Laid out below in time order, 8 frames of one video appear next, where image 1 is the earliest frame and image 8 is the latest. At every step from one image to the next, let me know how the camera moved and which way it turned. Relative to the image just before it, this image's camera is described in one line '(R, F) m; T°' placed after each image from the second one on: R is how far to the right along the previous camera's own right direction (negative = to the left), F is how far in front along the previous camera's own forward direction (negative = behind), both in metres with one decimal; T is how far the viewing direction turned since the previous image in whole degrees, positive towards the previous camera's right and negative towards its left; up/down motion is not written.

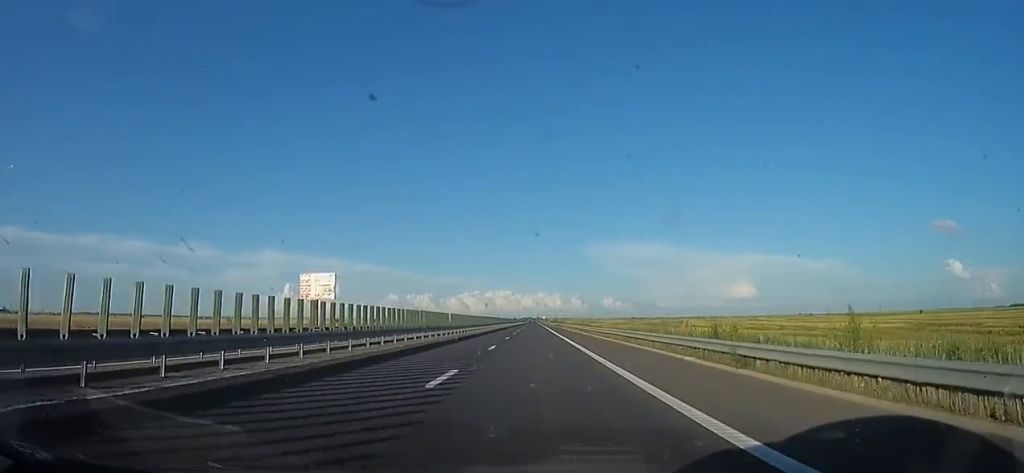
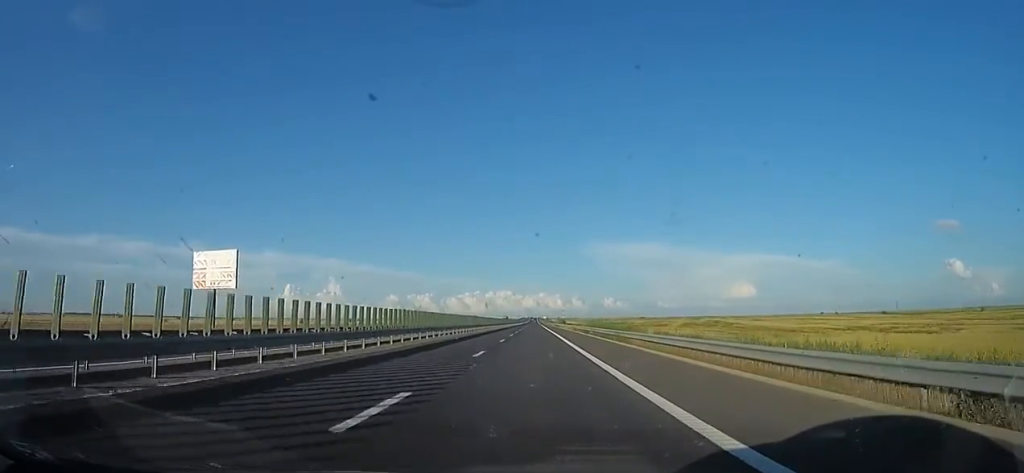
(+1.9, +63.3) m; +1°
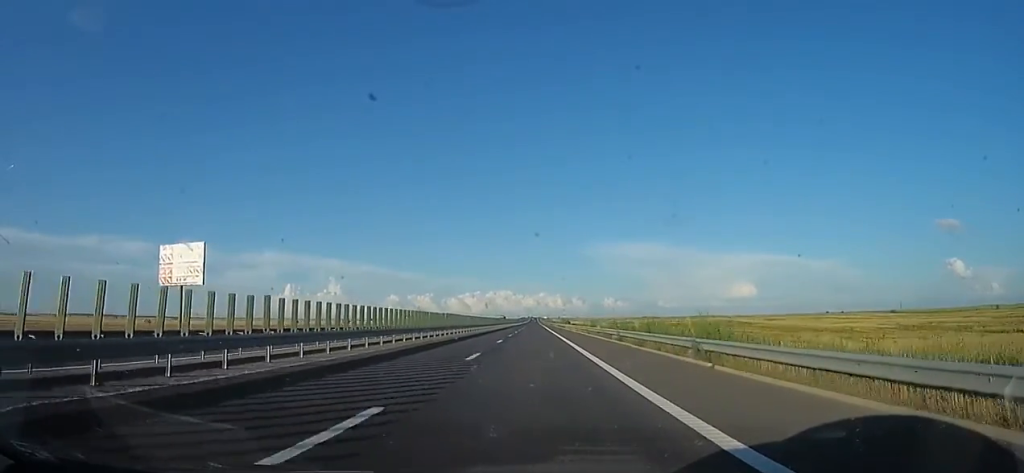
(-0.4, +13.6) m; -1°
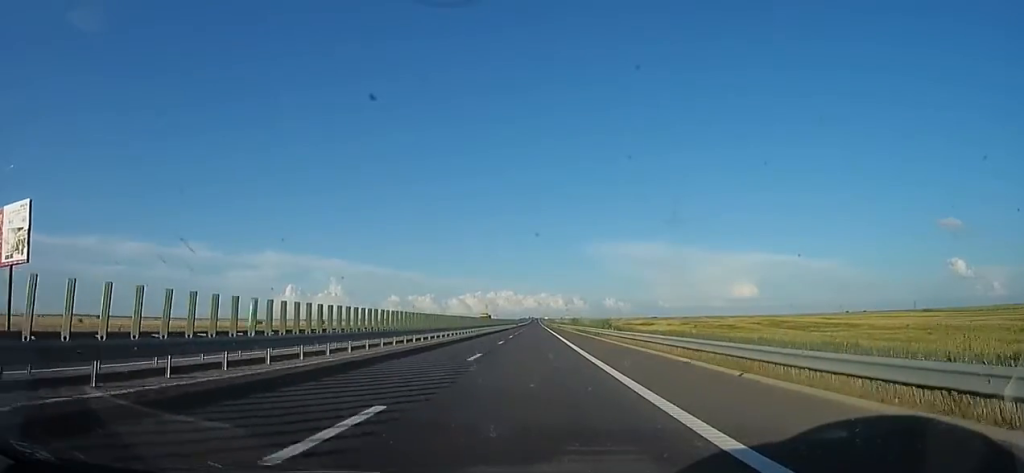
(-0.6, +48.1) m; -1°
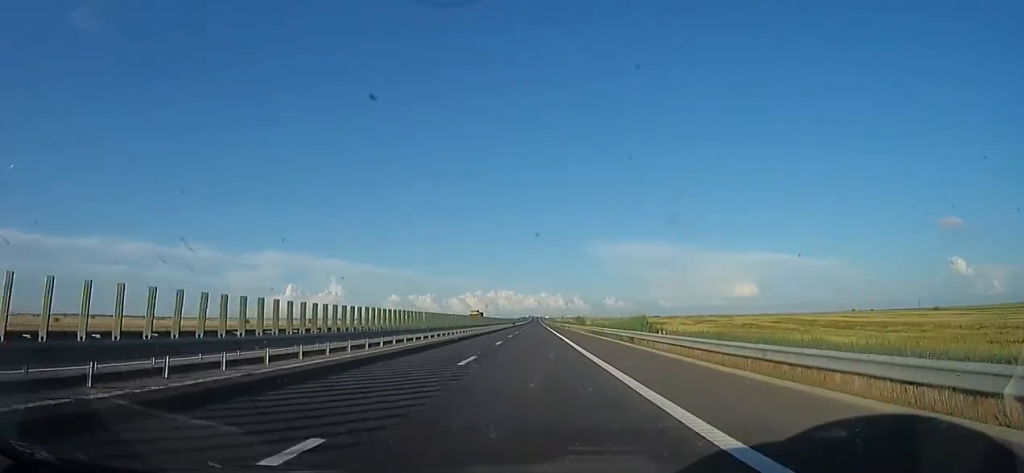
(0.0, +14.1) m; 0°
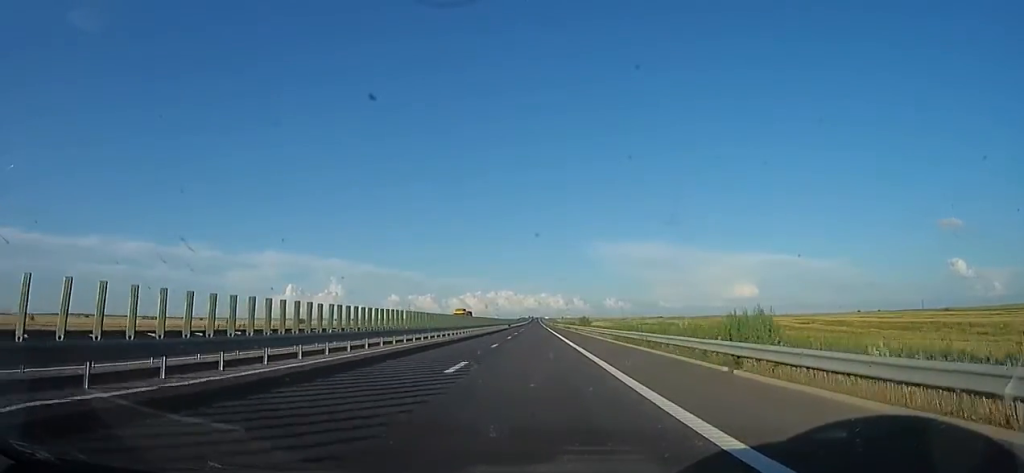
(+0.1, +14.1) m; 0°
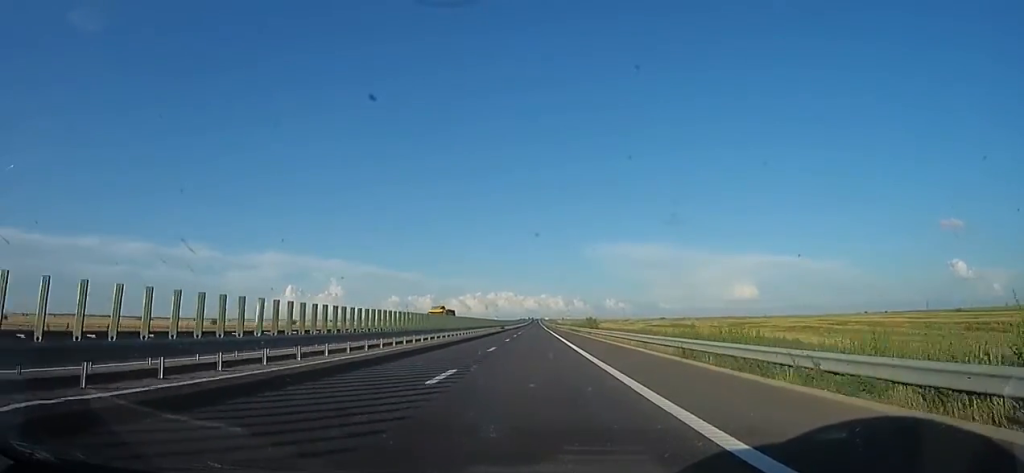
(-0.1, +14.0) m; 0°
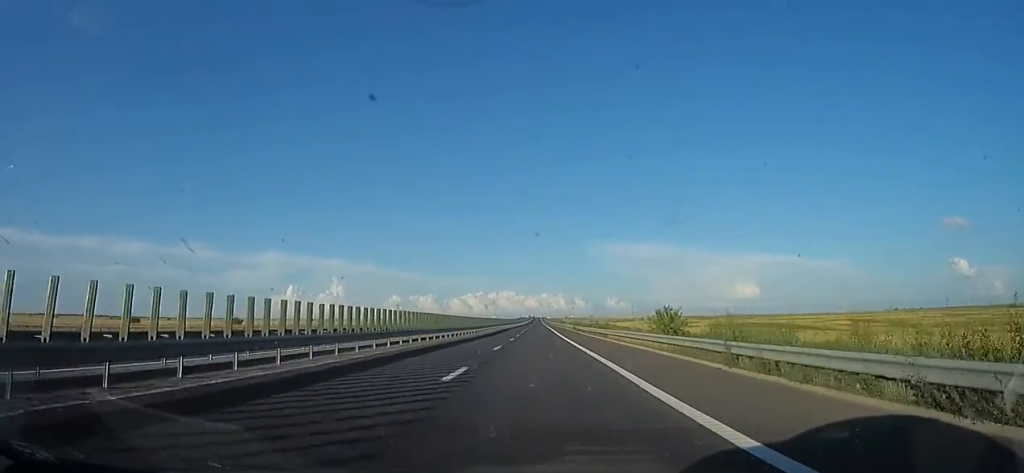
(+0.1, +59.5) m; 0°
